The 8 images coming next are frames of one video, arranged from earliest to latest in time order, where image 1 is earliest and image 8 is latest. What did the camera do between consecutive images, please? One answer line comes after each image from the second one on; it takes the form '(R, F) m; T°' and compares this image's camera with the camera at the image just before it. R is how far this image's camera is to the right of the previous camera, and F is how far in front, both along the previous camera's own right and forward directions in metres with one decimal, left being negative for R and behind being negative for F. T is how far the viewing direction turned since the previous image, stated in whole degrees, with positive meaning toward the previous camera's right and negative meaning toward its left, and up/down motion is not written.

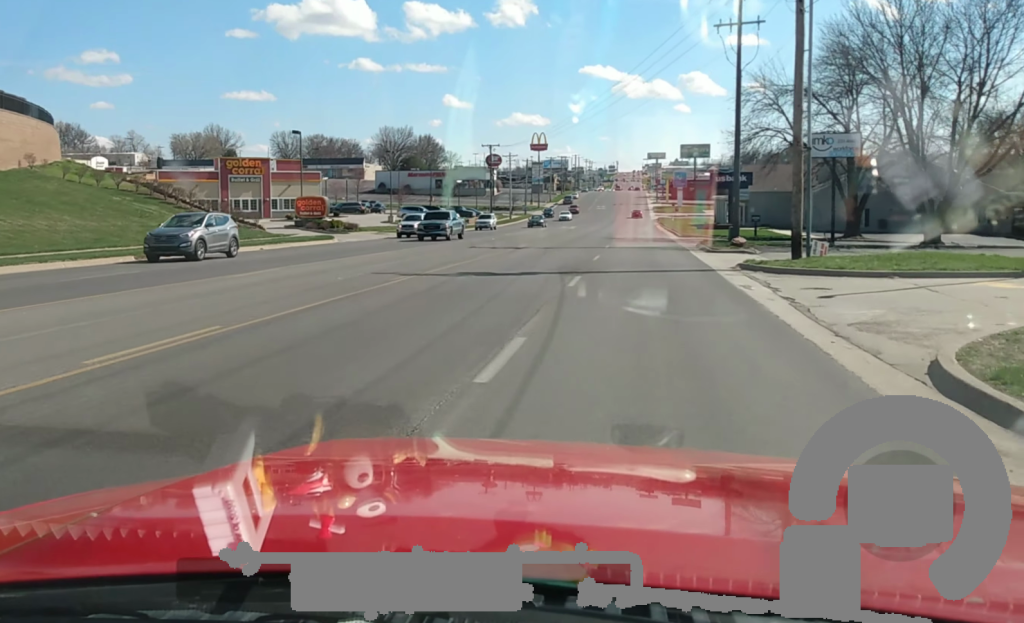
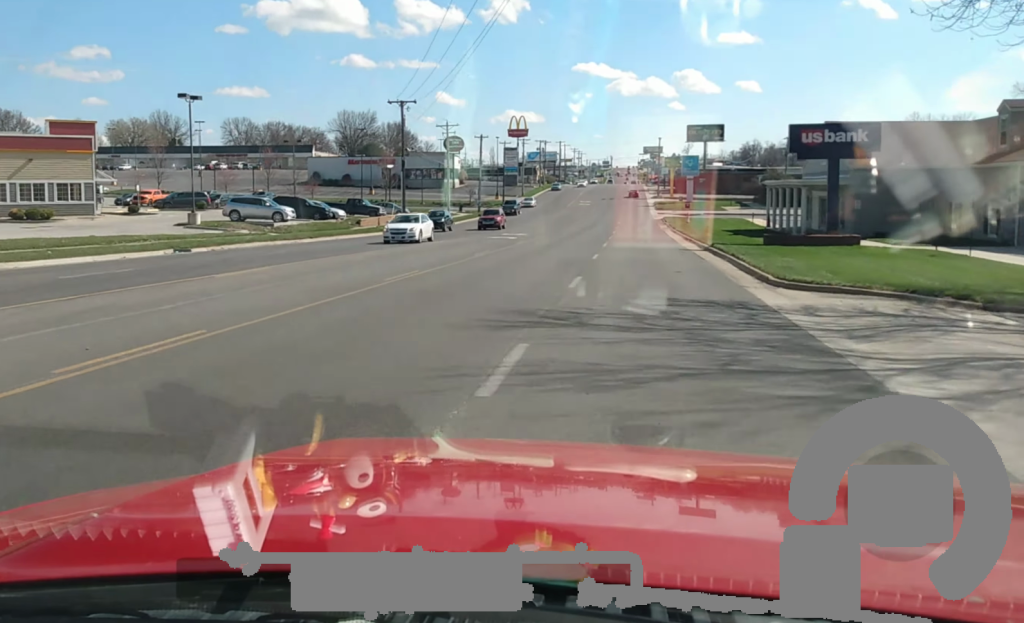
(-0.1, +48.6) m; 0°
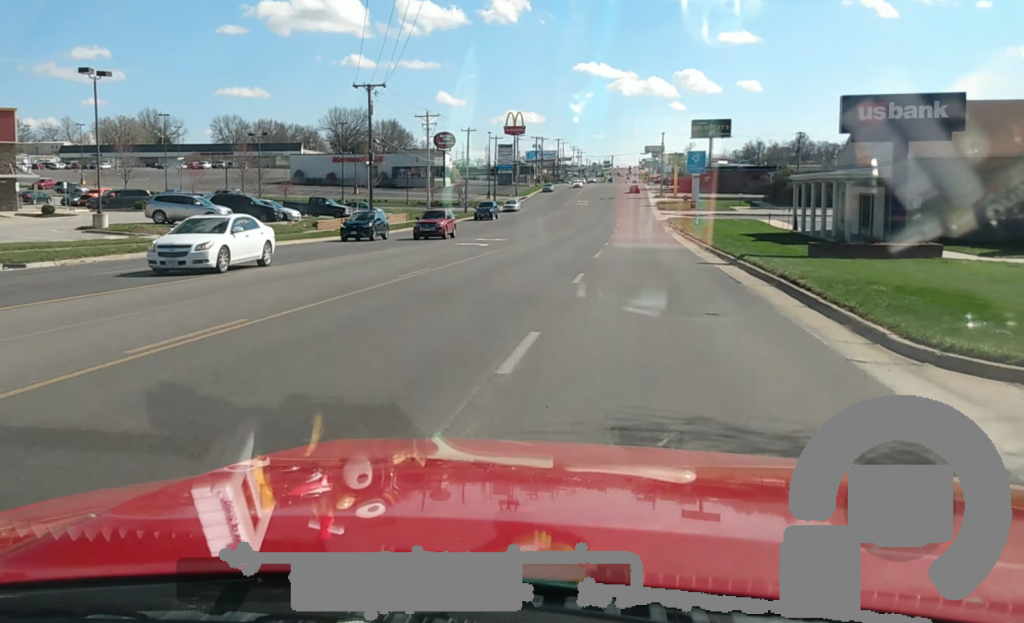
(-0.2, +11.1) m; -1°
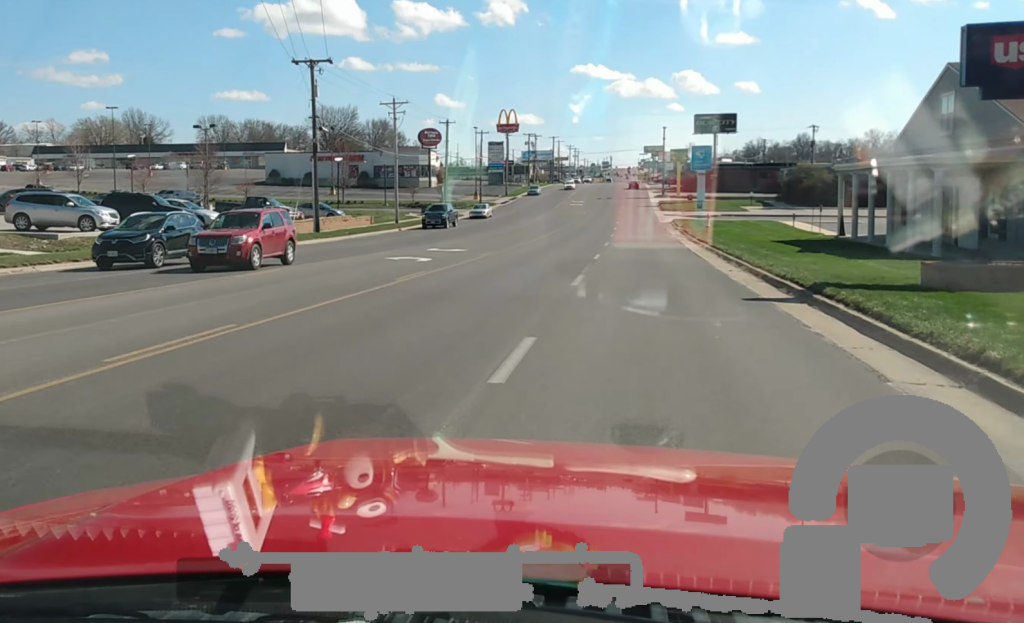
(-0.1, +12.3) m; 0°
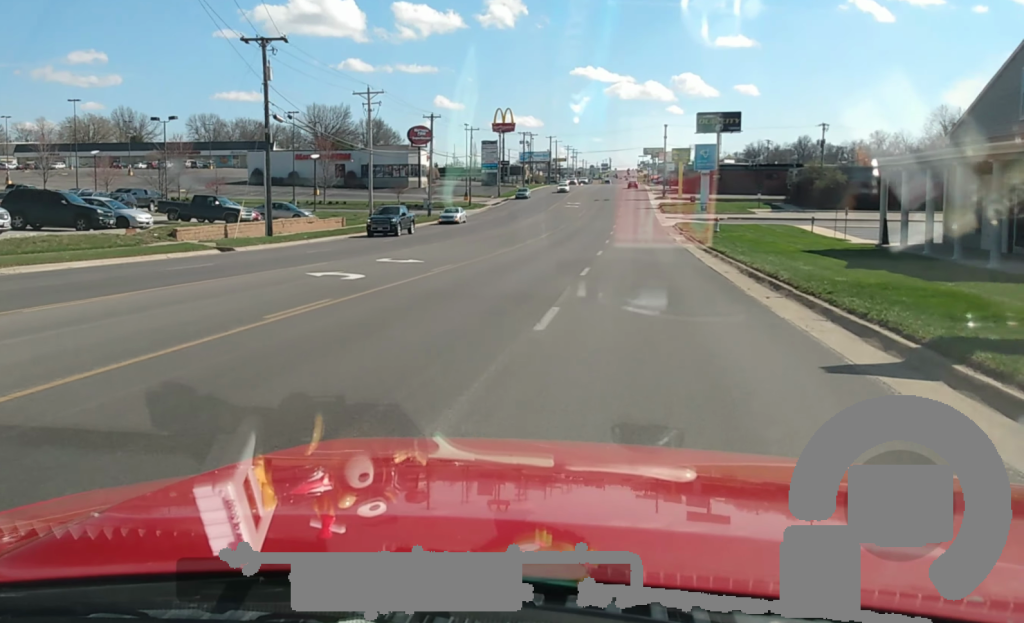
(-0.2, +8.0) m; 0°
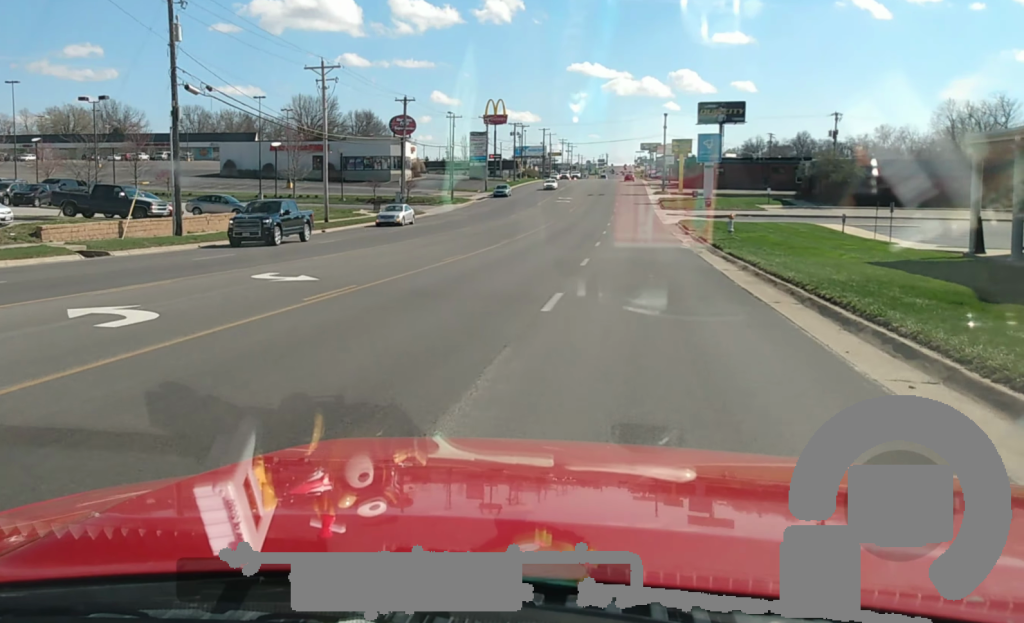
(+0.2, +10.4) m; +1°
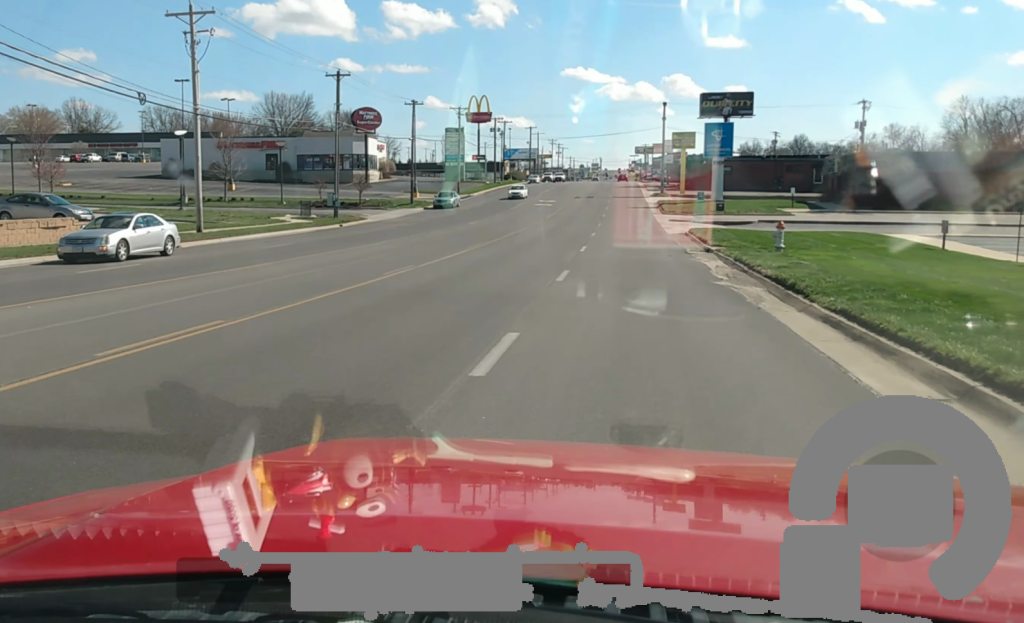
(+0.2, +17.9) m; +1°
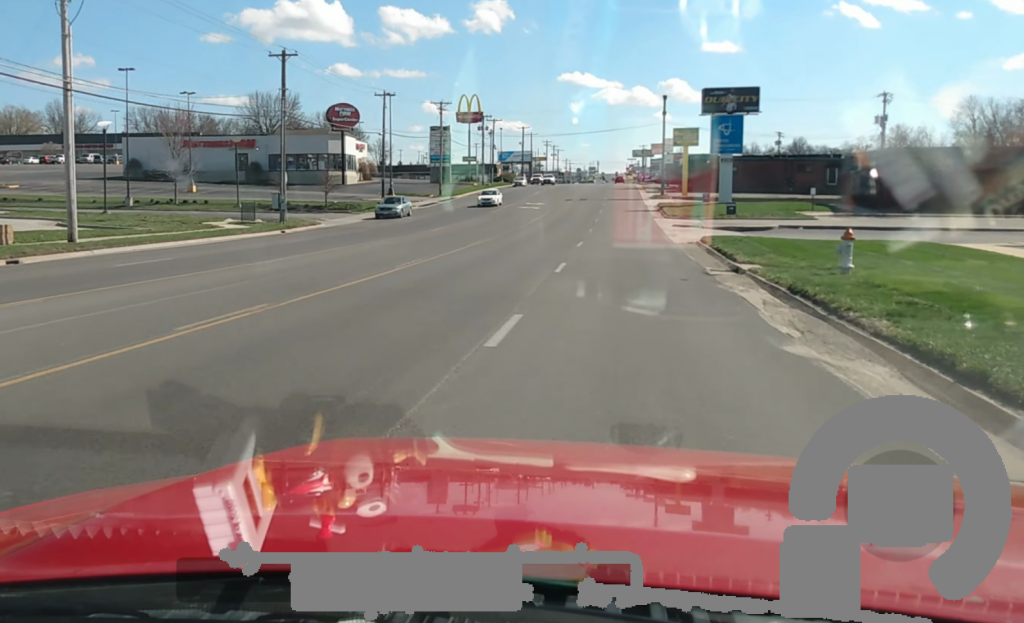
(0.0, +9.9) m; 0°
